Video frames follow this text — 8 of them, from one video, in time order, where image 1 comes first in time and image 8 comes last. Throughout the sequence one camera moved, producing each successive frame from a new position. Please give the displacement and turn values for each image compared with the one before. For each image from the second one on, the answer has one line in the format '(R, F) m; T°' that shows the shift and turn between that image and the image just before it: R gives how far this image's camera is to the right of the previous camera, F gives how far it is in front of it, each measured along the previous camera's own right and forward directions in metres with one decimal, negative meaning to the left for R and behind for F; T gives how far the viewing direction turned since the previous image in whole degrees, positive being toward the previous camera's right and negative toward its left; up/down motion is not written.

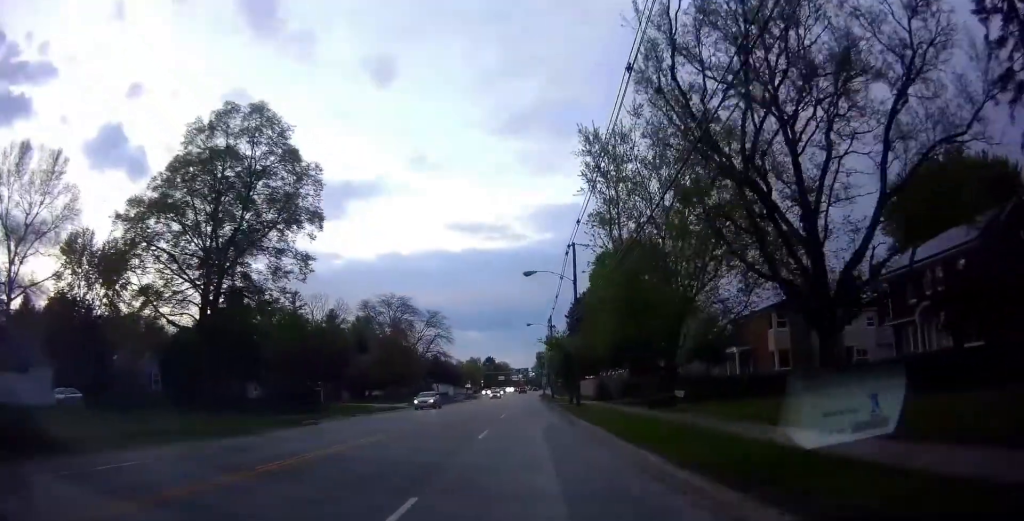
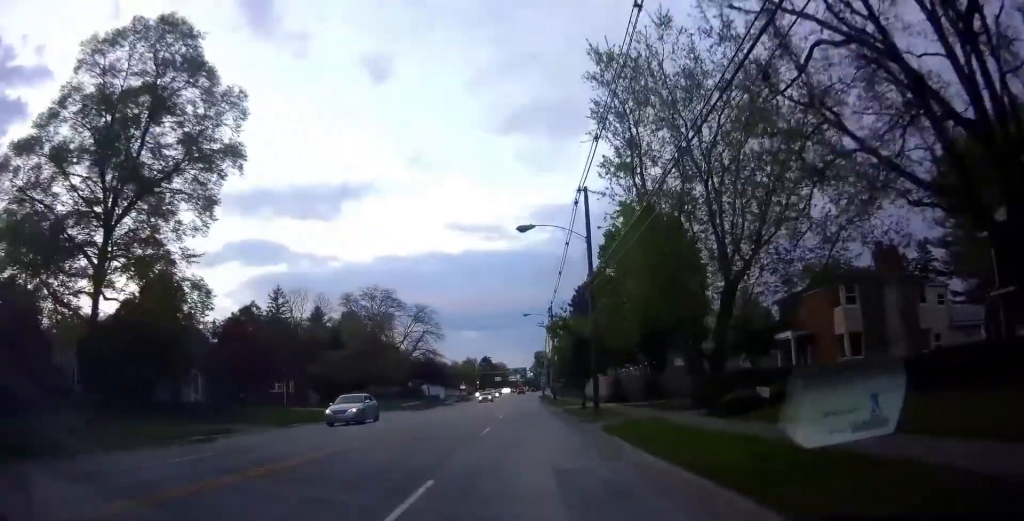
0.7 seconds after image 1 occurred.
(0.0, +10.4) m; 0°
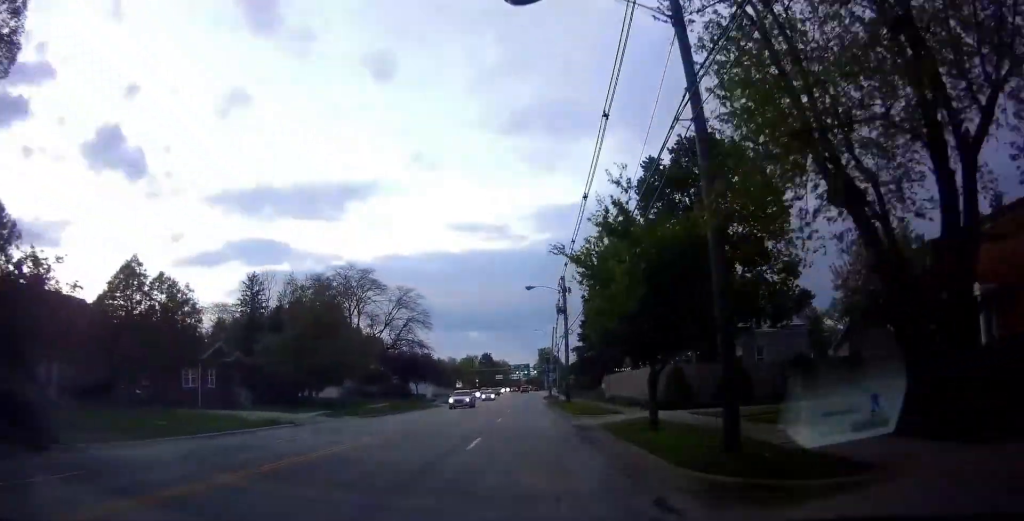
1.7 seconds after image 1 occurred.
(0.0, +16.7) m; 0°
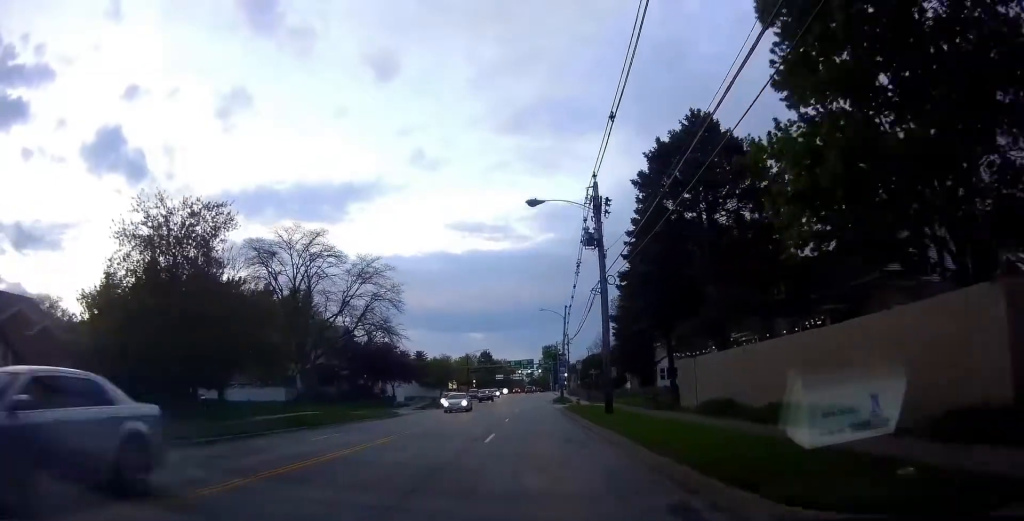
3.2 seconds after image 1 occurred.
(0.0, +22.8) m; 0°
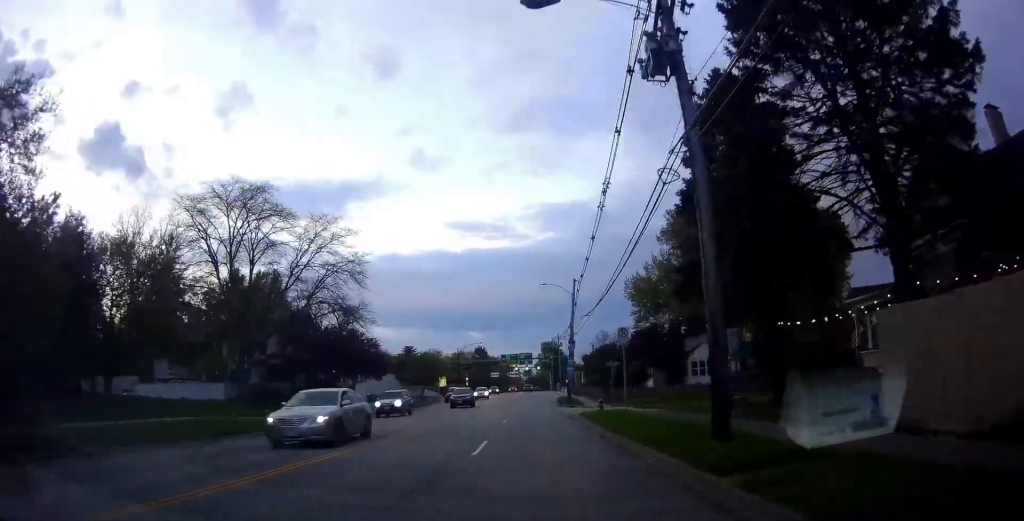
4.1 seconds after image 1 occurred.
(0.0, +15.3) m; 0°
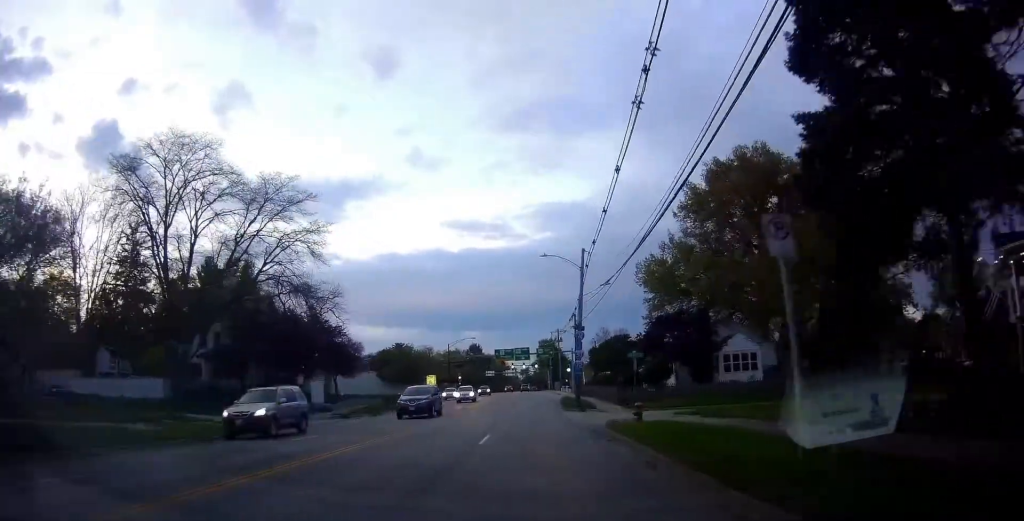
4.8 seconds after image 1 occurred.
(0.0, +10.4) m; 0°
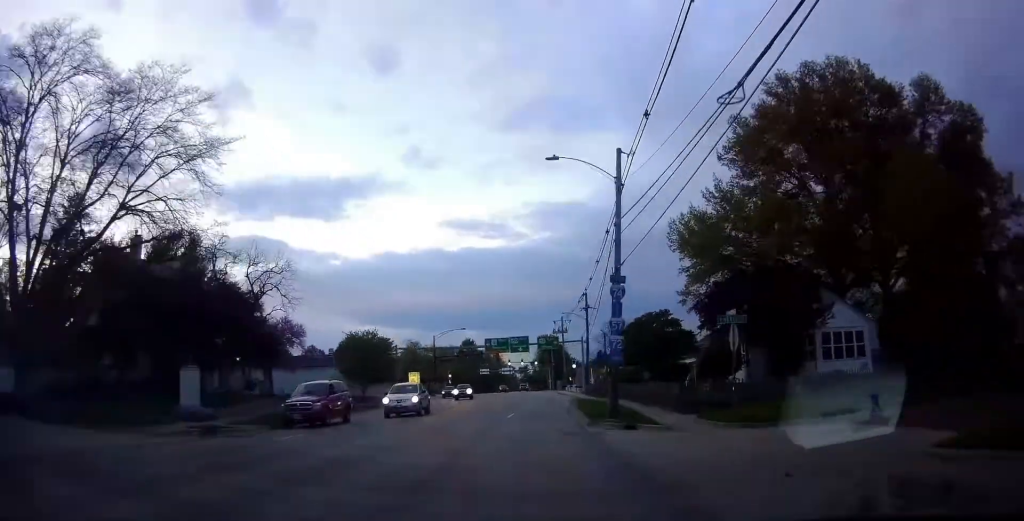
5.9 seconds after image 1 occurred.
(0.0, +16.8) m; 0°
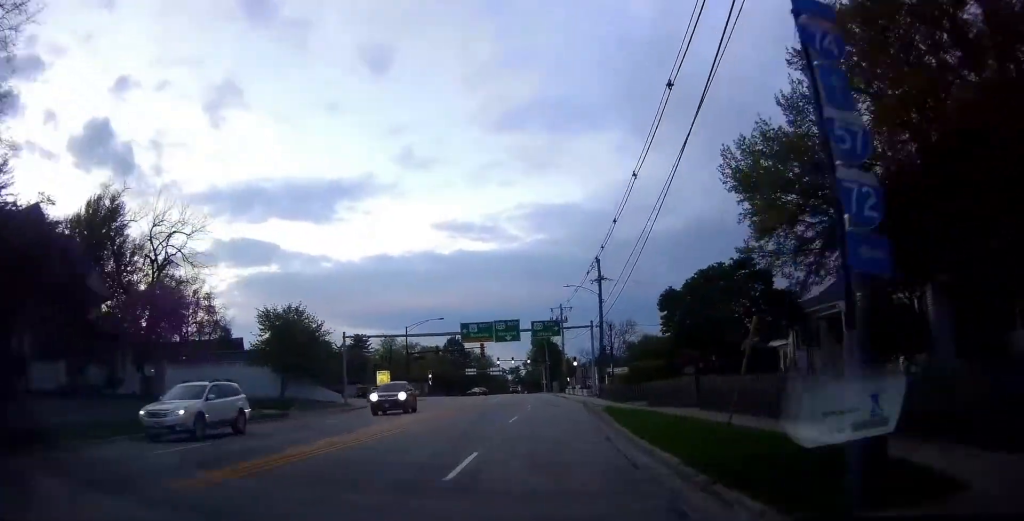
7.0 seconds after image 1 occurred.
(0.0, +17.7) m; 0°
